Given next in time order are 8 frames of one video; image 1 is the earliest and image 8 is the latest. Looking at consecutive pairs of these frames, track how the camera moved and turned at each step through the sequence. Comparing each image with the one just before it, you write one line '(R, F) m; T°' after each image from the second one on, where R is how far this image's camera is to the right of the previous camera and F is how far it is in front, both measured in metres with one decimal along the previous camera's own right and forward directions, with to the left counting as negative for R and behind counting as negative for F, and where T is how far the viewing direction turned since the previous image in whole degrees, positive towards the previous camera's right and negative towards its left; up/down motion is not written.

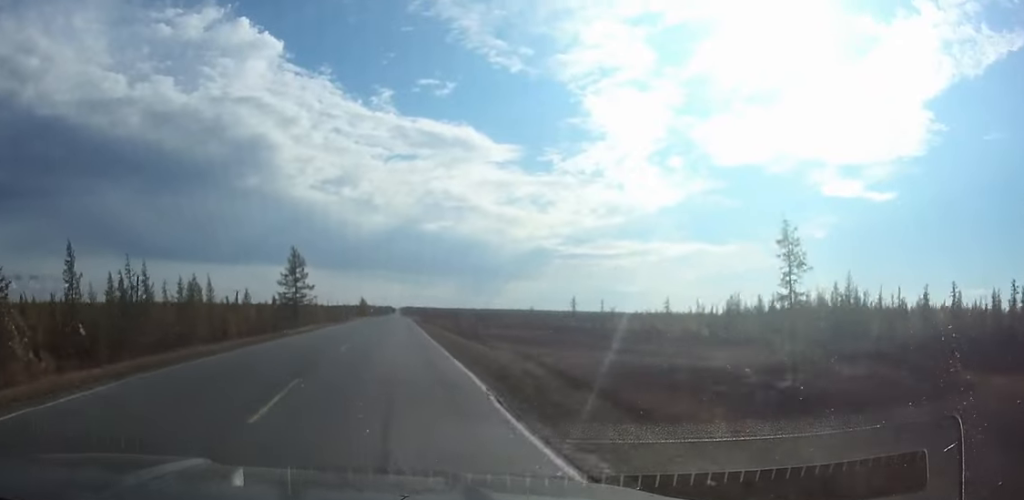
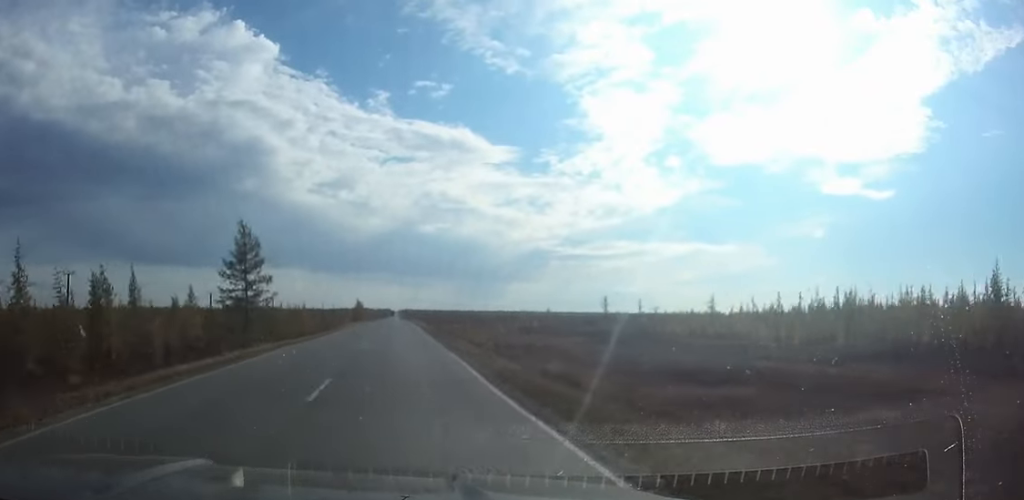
(+0.1, +24.5) m; 0°
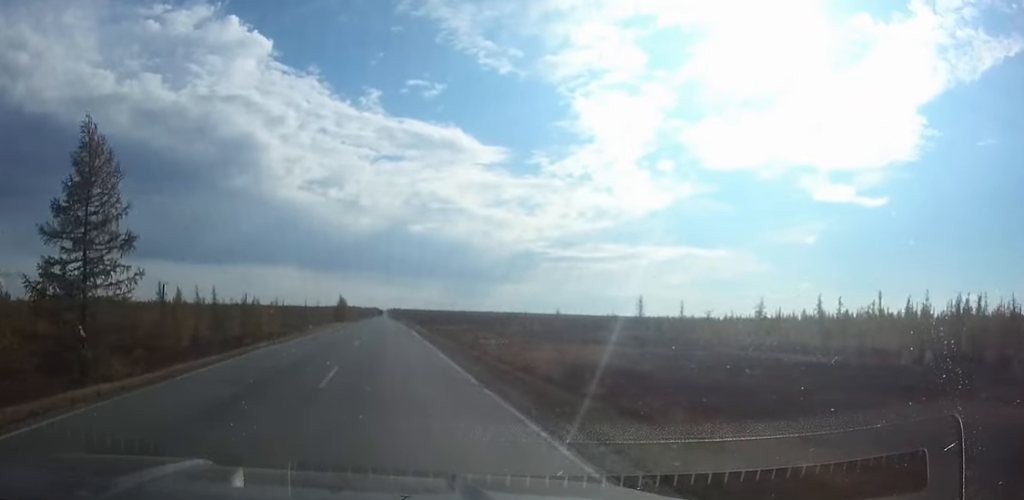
(0.0, +25.5) m; 0°
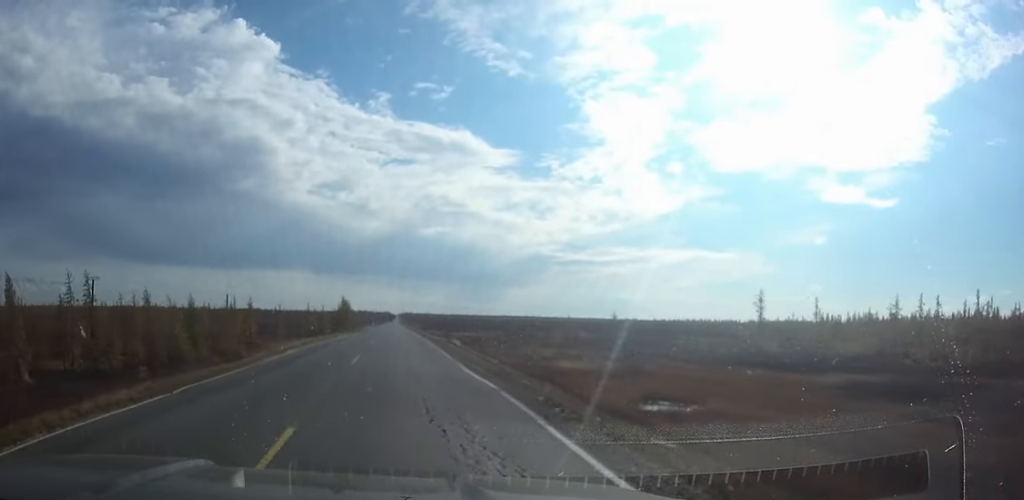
(-0.1, +37.5) m; 0°
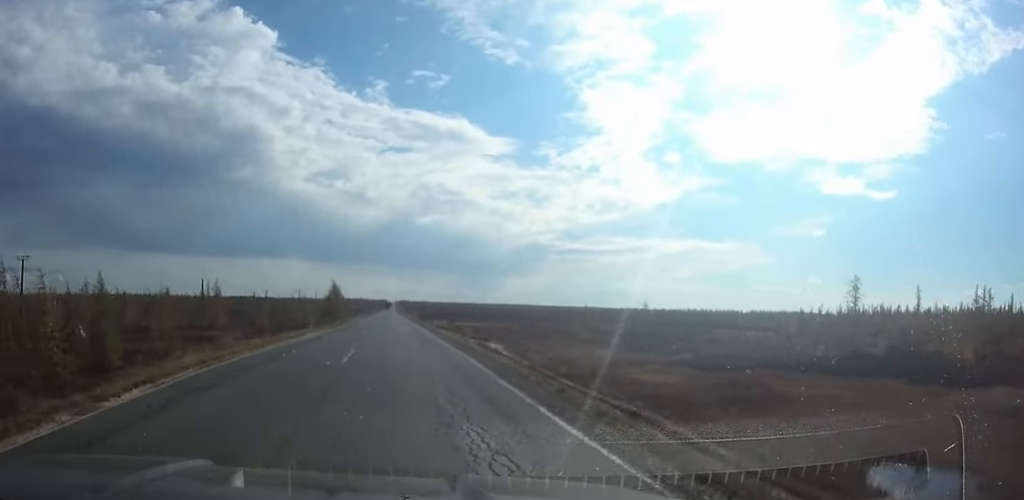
(0.0, +19.4) m; 0°
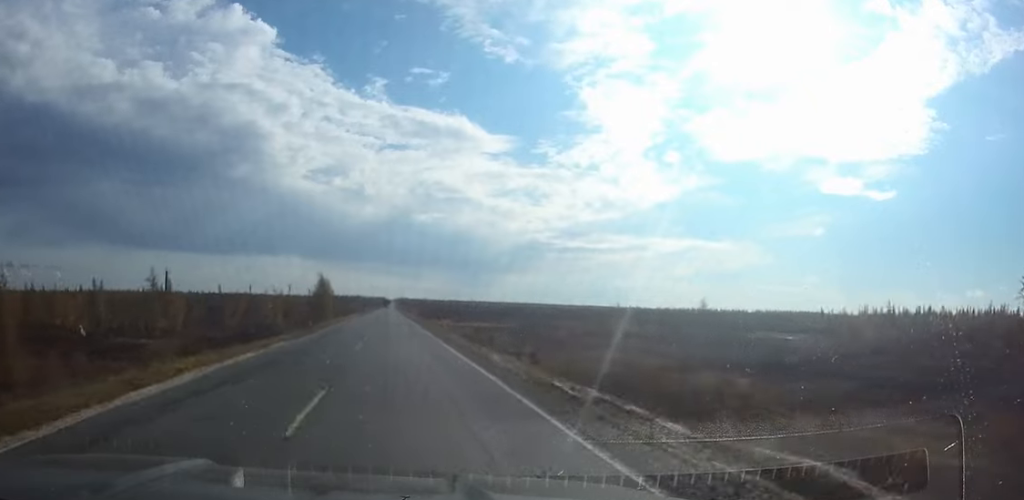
(0.0, +24.2) m; 0°
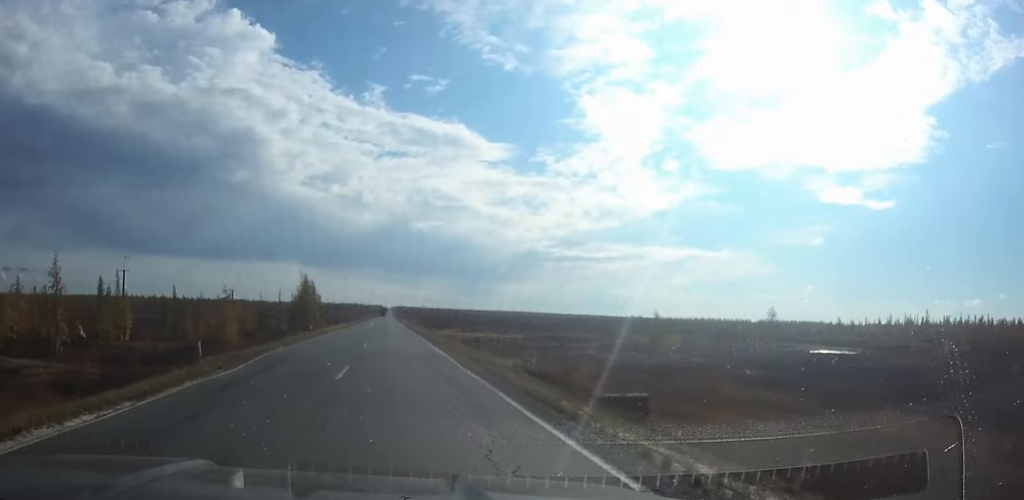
(+0.1, +20.1) m; 0°
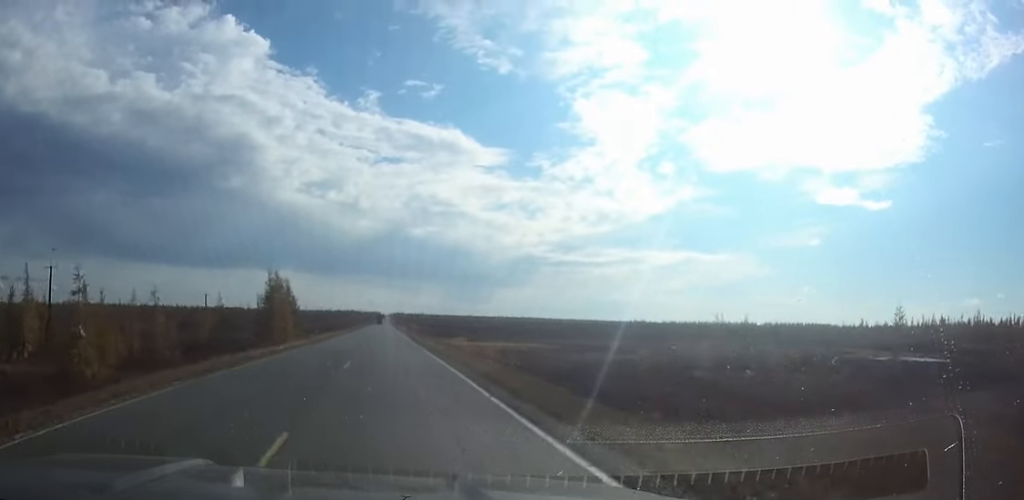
(0.0, +25.0) m; 0°
